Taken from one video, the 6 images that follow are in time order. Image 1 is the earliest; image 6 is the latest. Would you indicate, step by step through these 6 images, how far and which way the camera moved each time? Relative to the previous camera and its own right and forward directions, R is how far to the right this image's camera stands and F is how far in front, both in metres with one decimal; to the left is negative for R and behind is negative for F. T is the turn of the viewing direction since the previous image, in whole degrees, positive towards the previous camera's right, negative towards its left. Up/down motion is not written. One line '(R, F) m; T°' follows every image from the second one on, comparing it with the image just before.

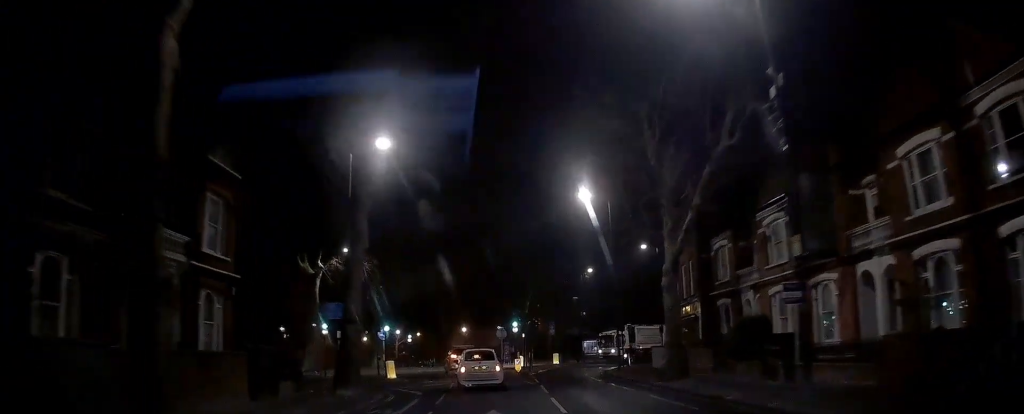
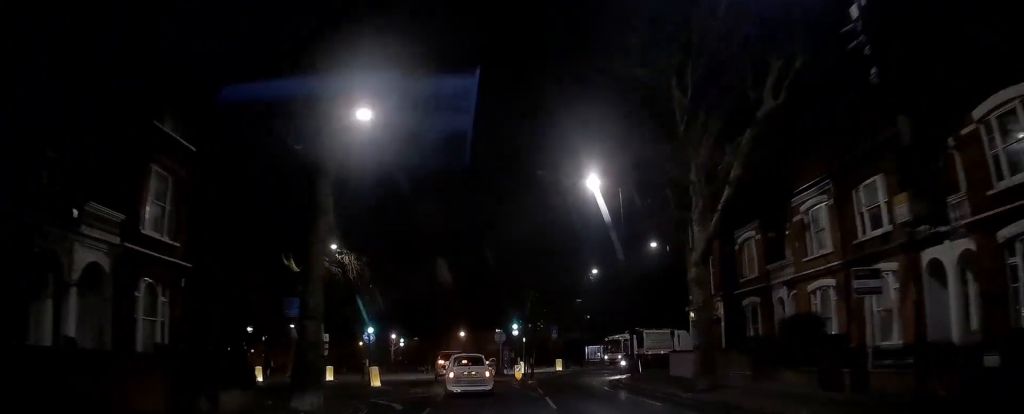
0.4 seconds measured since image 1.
(0.0, +3.7) m; 0°
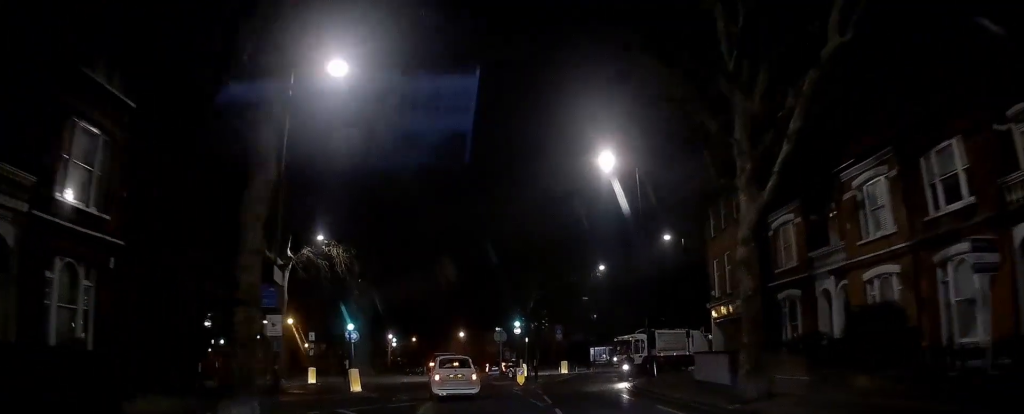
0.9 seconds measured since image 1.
(0.0, +4.0) m; 0°
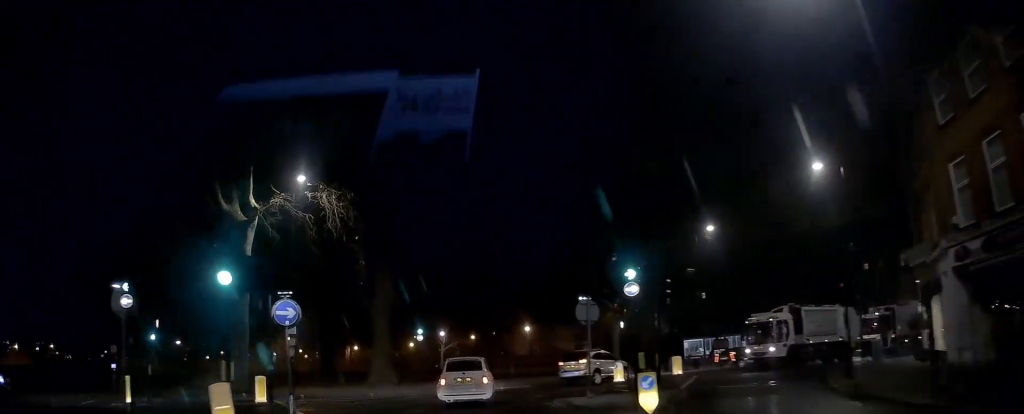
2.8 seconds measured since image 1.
(-0.8, +15.9) m; -6°
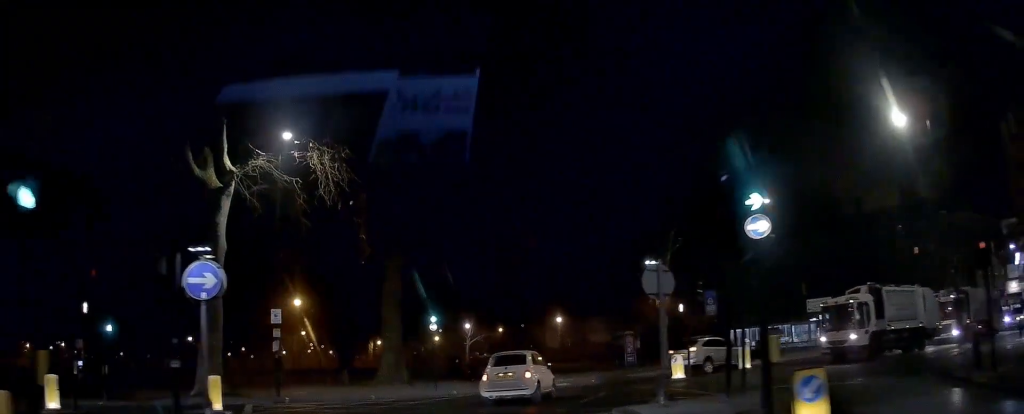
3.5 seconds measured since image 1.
(-0.1, +5.7) m; -1°
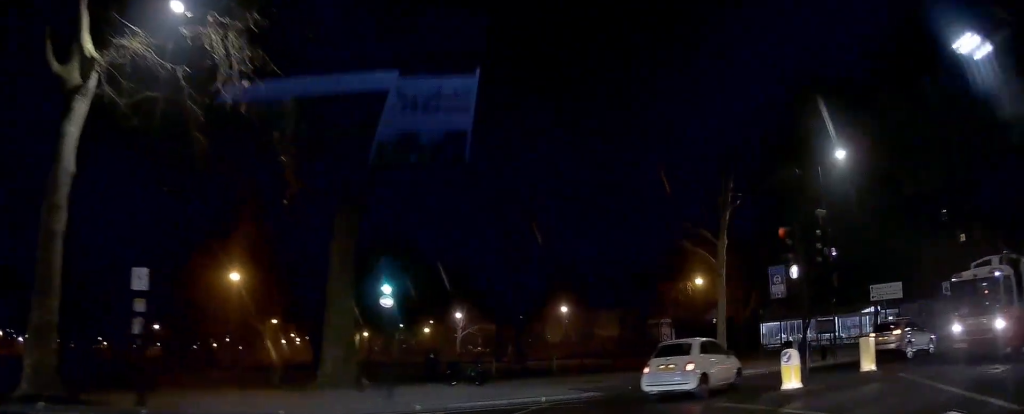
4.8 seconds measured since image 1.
(-0.2, +10.3) m; +1°
